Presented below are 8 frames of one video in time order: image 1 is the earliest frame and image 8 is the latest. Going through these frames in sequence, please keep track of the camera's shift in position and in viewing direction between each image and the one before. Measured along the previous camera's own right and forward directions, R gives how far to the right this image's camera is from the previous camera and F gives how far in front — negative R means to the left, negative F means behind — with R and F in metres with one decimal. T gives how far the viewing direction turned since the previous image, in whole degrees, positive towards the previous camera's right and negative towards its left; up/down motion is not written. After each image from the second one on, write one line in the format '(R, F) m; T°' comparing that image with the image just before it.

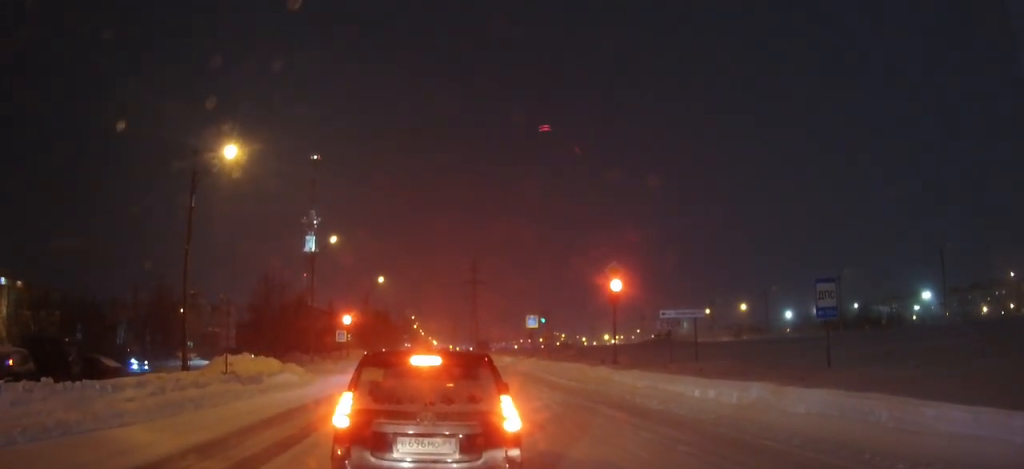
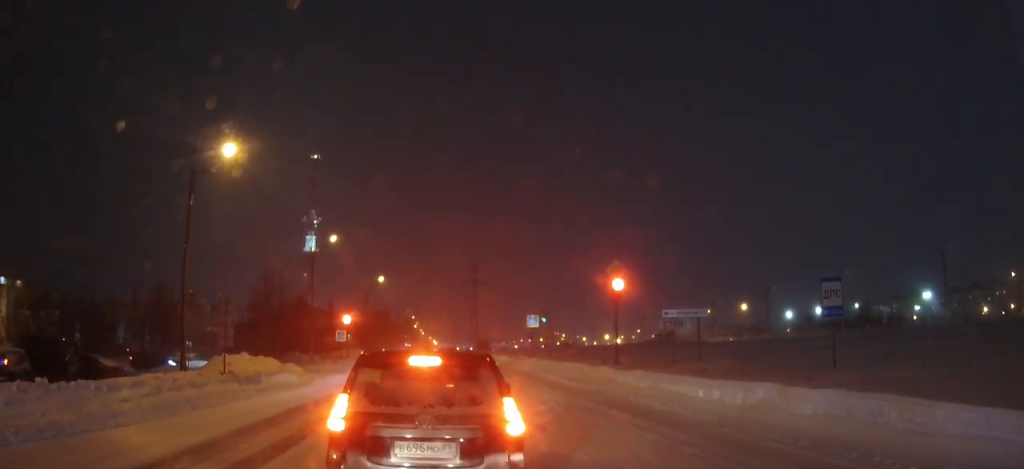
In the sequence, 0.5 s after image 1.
(0.0, +0.2) m; 0°
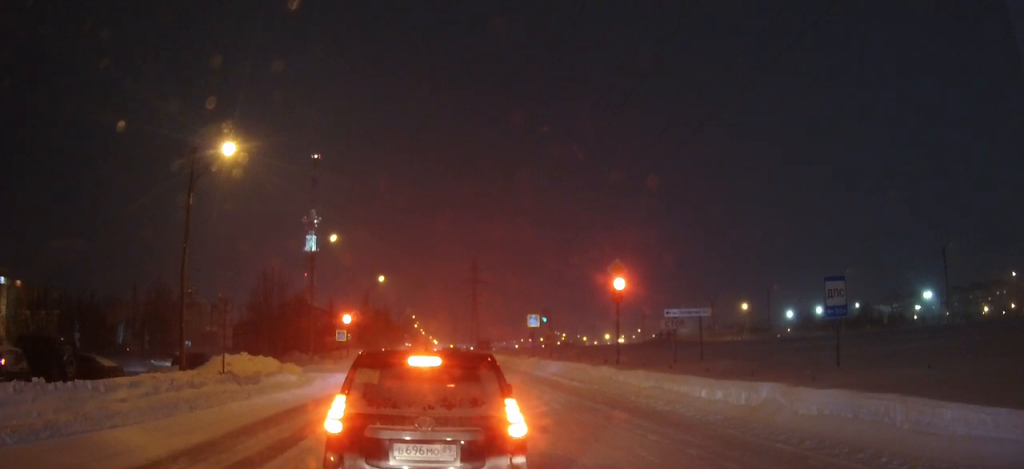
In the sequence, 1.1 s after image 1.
(+0.1, 0.0) m; 0°
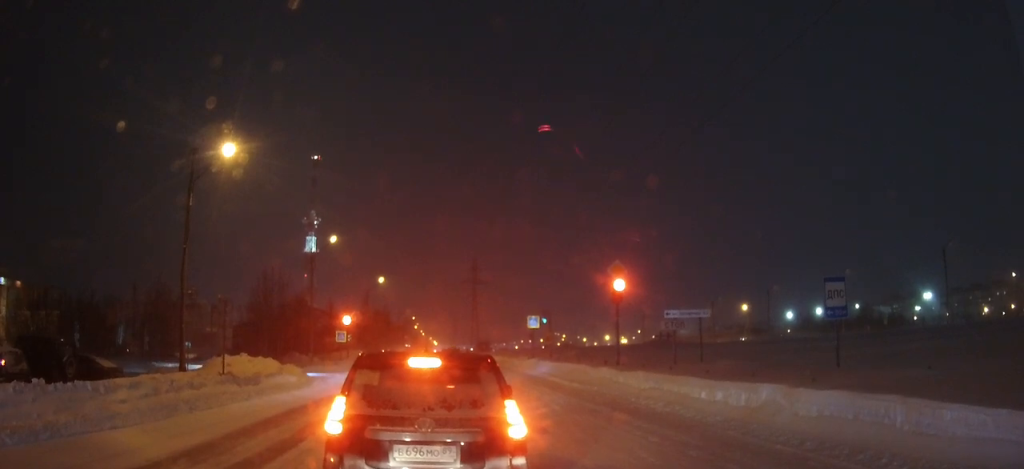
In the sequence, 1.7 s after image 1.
(+0.1, 0.0) m; 0°
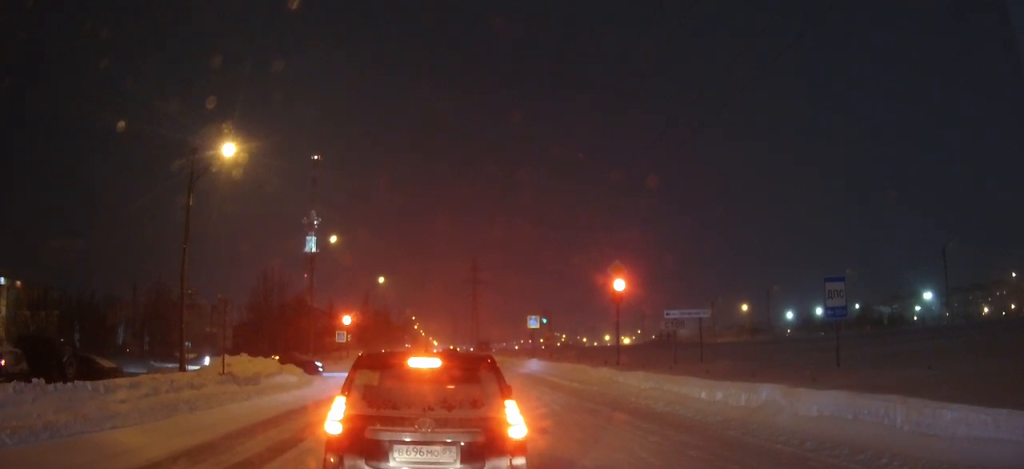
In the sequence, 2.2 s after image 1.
(0.0, 0.0) m; 0°
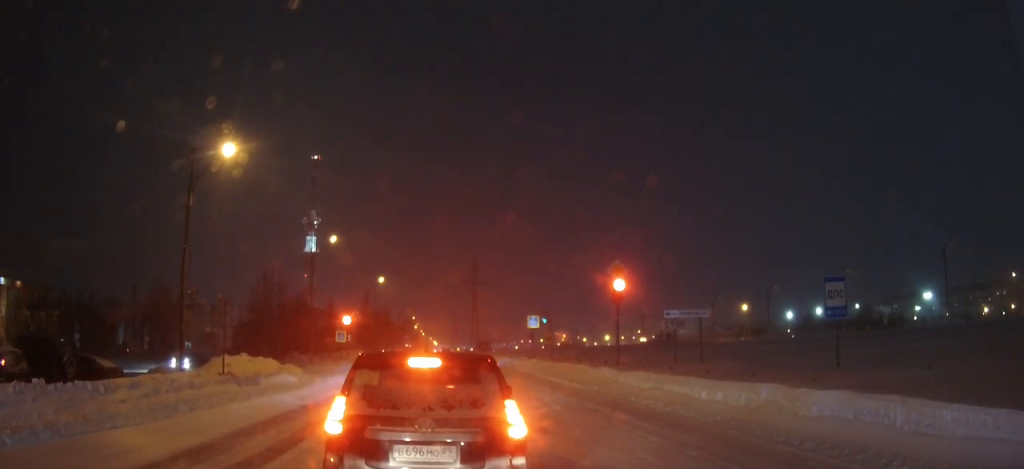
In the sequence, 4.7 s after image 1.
(+0.2, 0.0) m; 0°
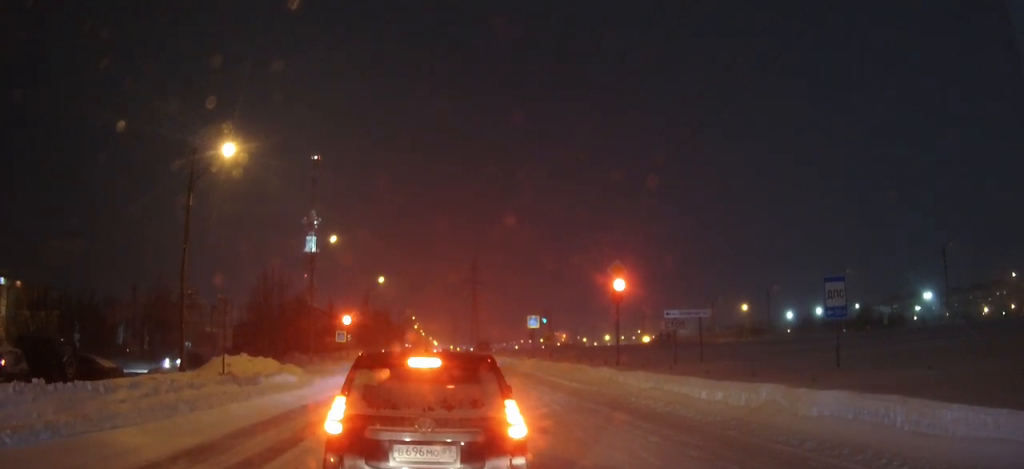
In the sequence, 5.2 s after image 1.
(0.0, 0.0) m; 0°
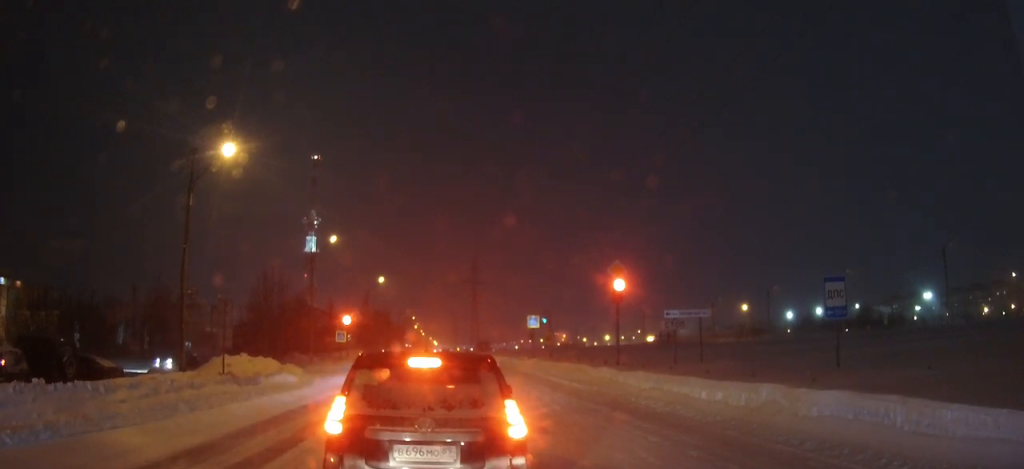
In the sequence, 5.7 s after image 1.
(0.0, 0.0) m; 0°
